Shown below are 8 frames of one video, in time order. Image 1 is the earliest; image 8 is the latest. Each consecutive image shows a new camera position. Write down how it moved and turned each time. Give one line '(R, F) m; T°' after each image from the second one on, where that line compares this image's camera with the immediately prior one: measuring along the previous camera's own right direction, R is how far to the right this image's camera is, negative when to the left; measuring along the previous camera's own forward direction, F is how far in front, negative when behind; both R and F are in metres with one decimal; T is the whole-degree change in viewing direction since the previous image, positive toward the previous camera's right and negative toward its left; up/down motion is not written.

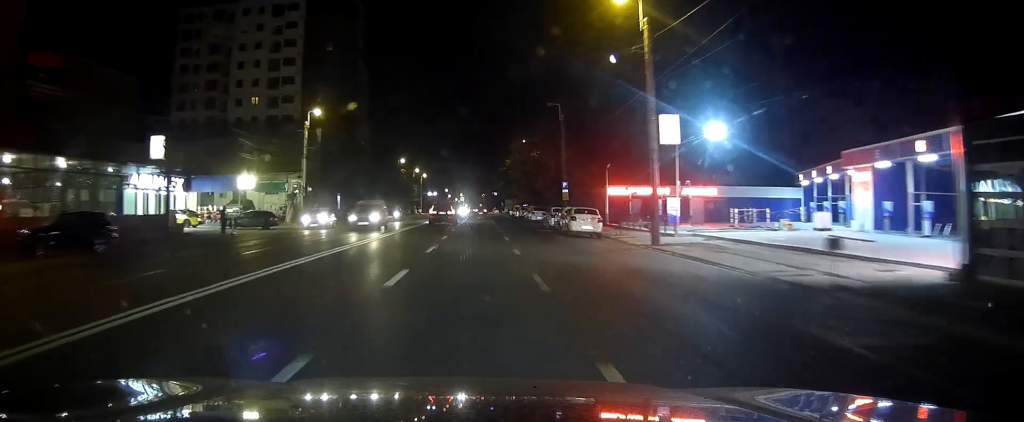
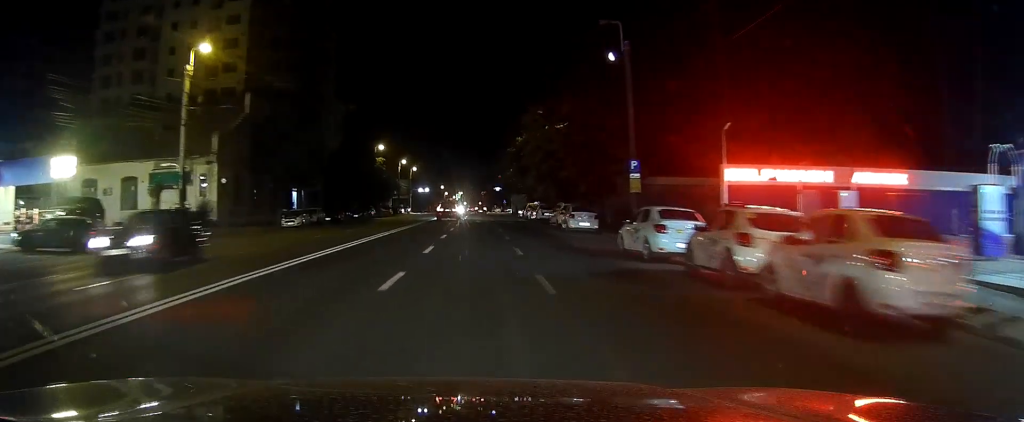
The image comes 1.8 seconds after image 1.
(0.0, +28.0) m; 0°
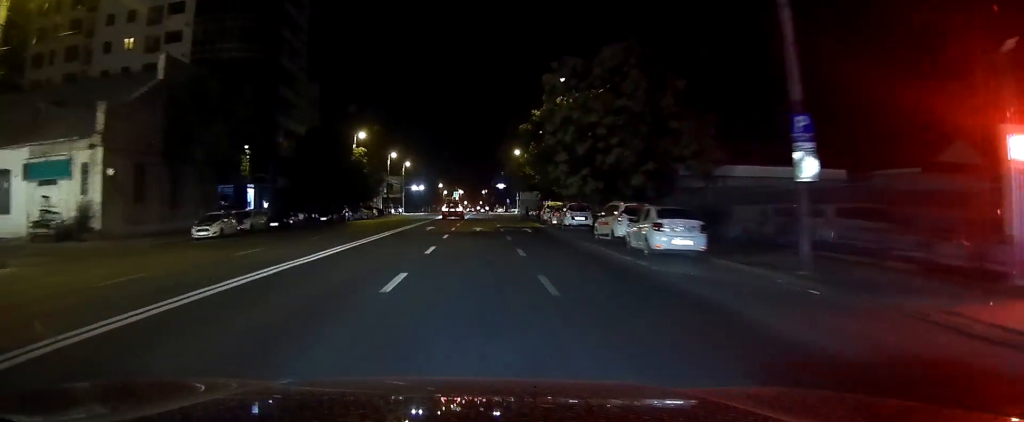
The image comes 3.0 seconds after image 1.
(0.0, +18.2) m; 0°
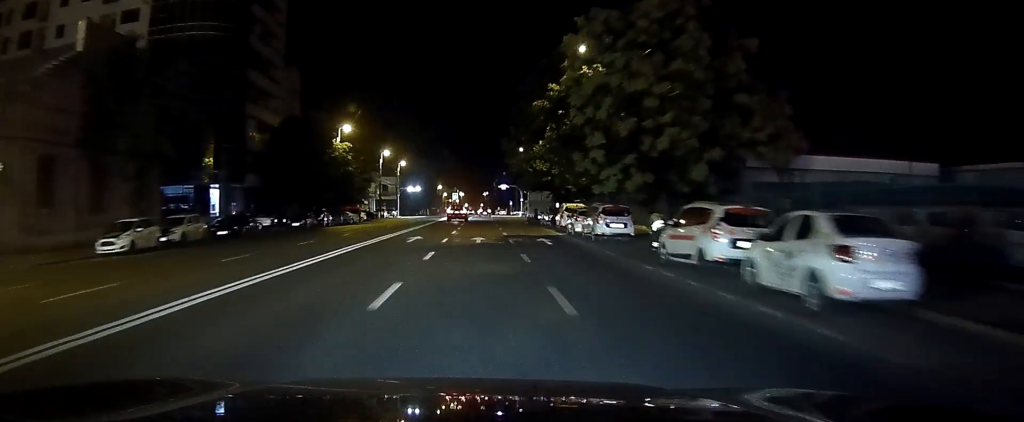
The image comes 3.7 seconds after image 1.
(0.0, +10.6) m; 0°
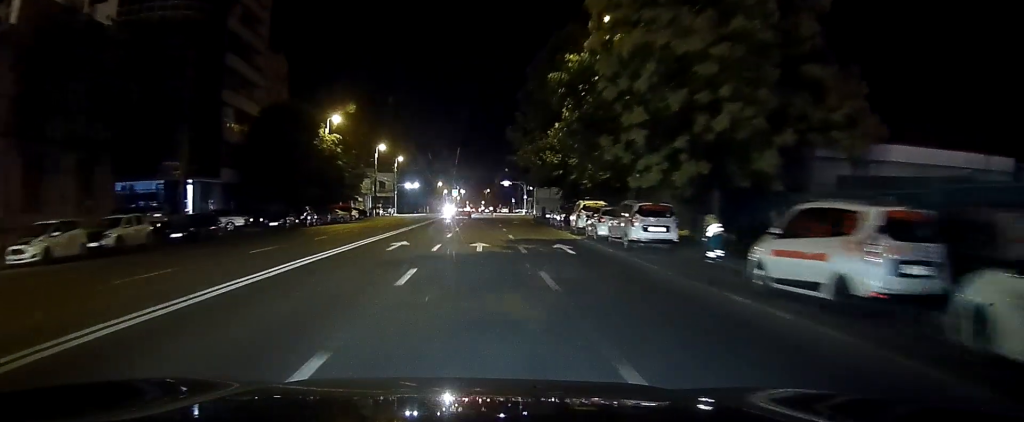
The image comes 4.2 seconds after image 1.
(0.0, +6.6) m; 0°
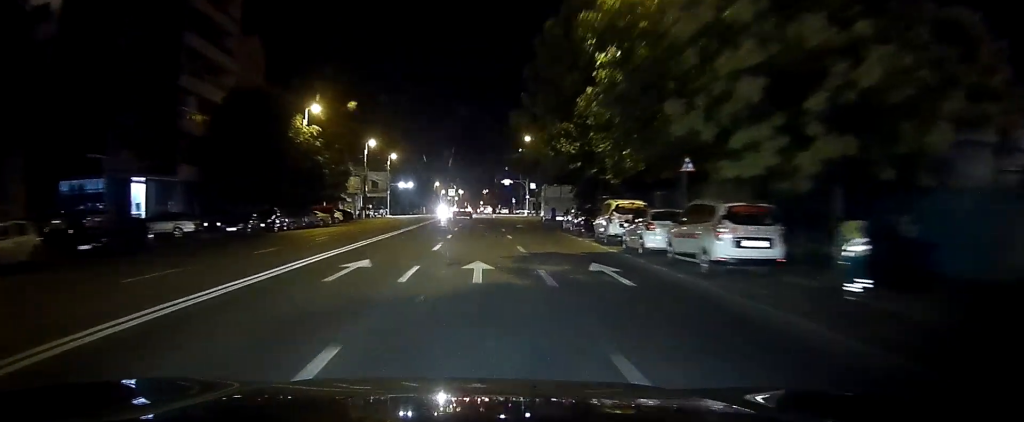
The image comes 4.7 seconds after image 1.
(0.0, +8.5) m; 0°
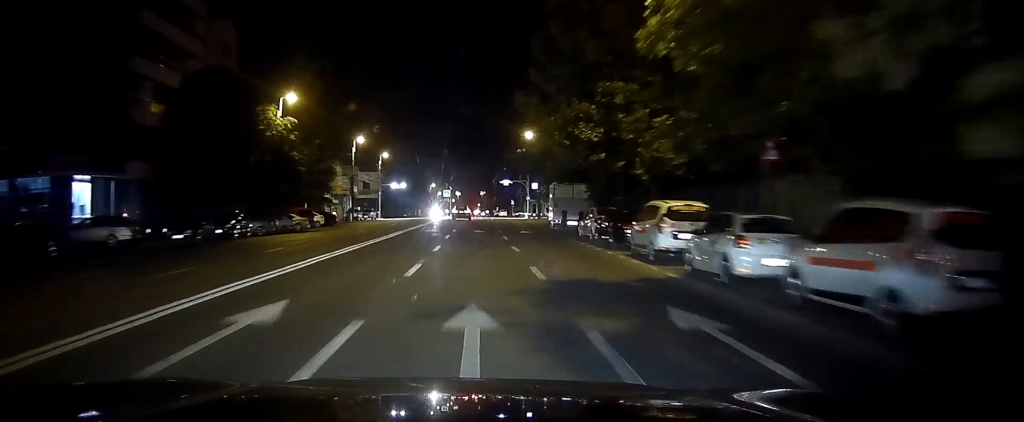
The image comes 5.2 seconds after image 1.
(0.0, +7.5) m; 0°
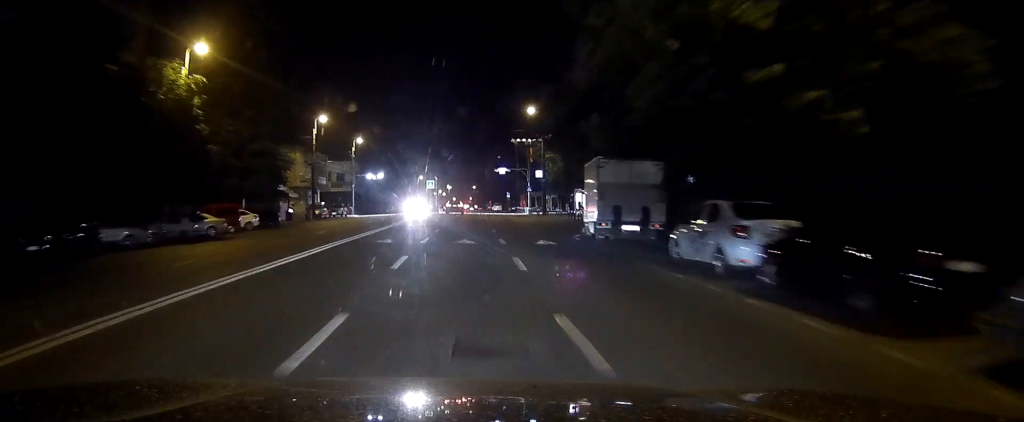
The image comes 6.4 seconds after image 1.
(0.0, +17.6) m; 0°
